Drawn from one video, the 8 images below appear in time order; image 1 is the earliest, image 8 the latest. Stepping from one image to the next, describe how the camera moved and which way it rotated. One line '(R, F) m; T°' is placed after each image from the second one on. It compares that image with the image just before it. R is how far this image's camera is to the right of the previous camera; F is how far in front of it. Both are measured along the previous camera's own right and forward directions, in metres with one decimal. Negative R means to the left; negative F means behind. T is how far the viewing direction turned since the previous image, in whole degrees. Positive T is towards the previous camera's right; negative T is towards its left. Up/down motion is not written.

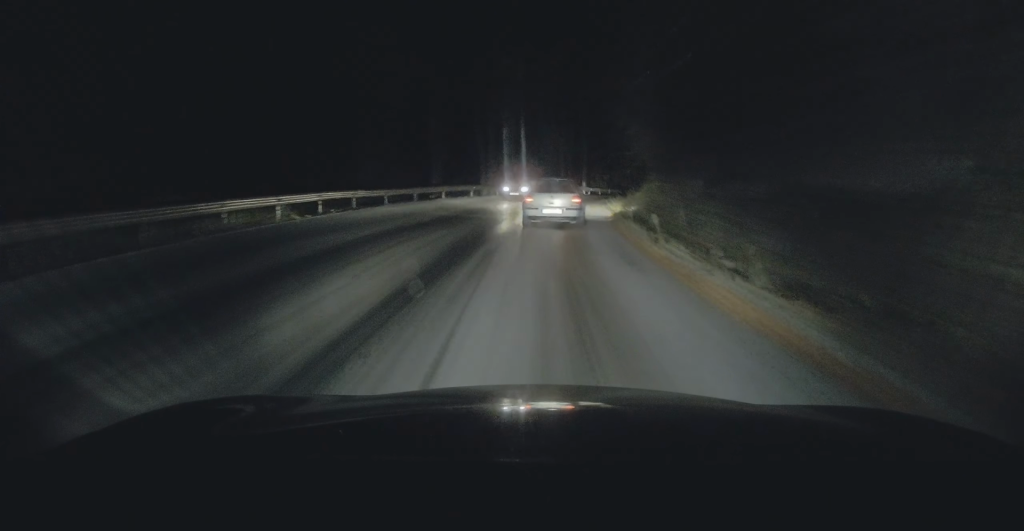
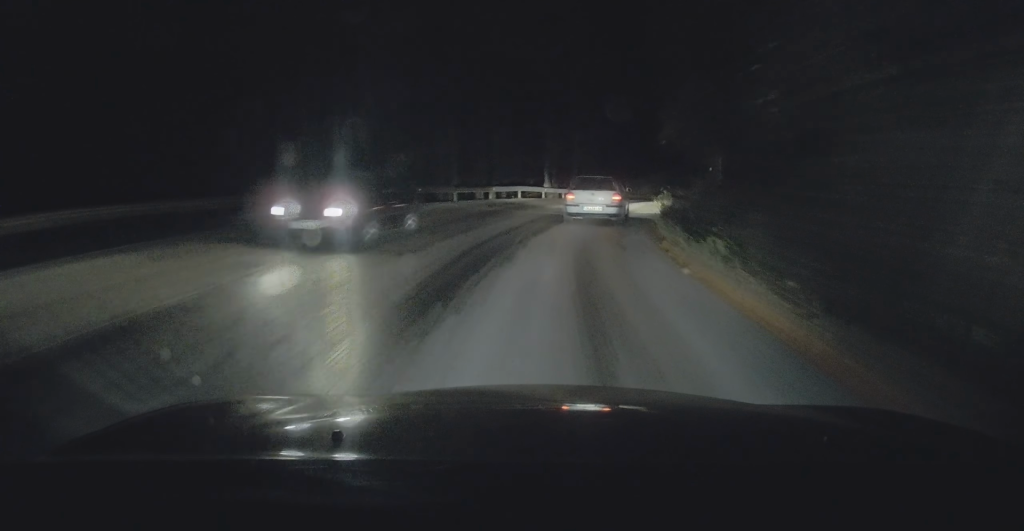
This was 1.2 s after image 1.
(+0.3, +12.5) m; +2°
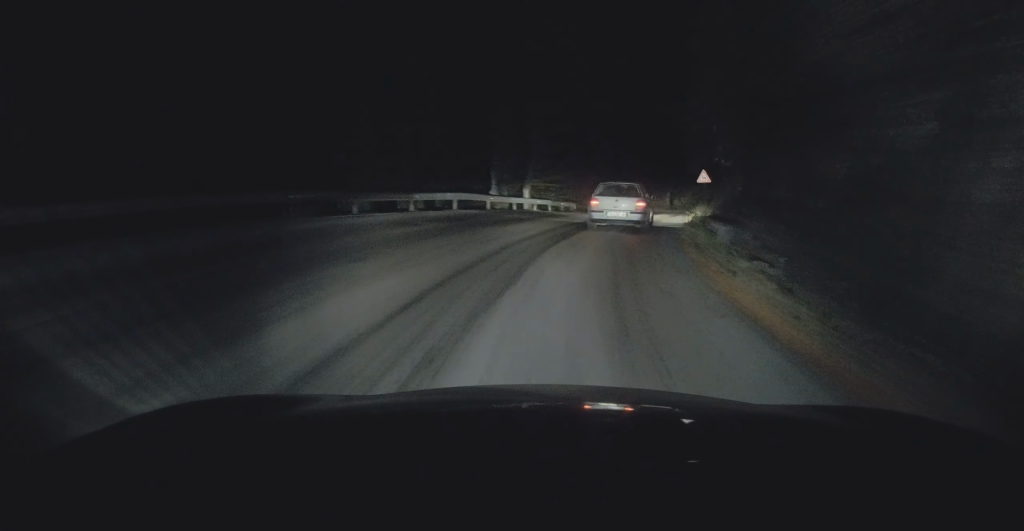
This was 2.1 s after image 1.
(0.0, +10.5) m; +2°
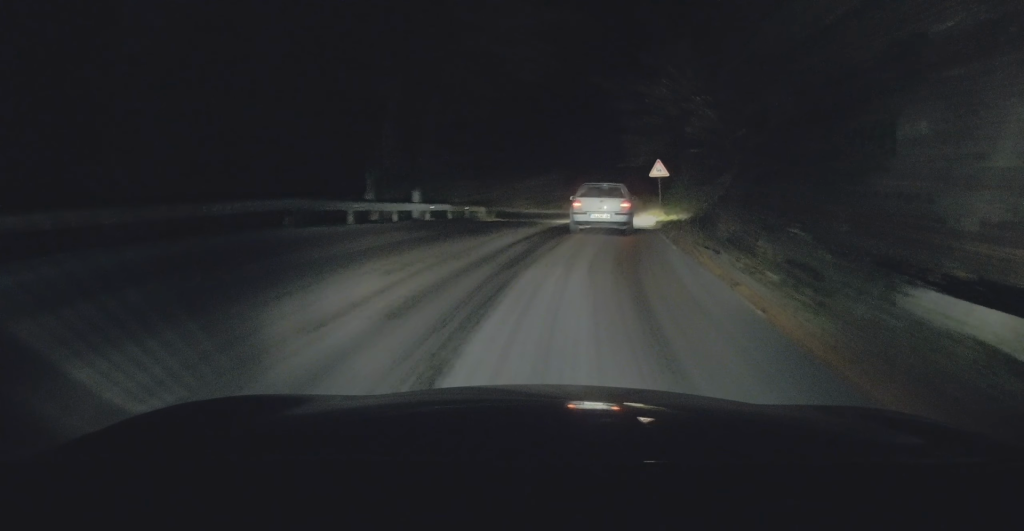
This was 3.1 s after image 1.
(+0.3, +11.6) m; +5°
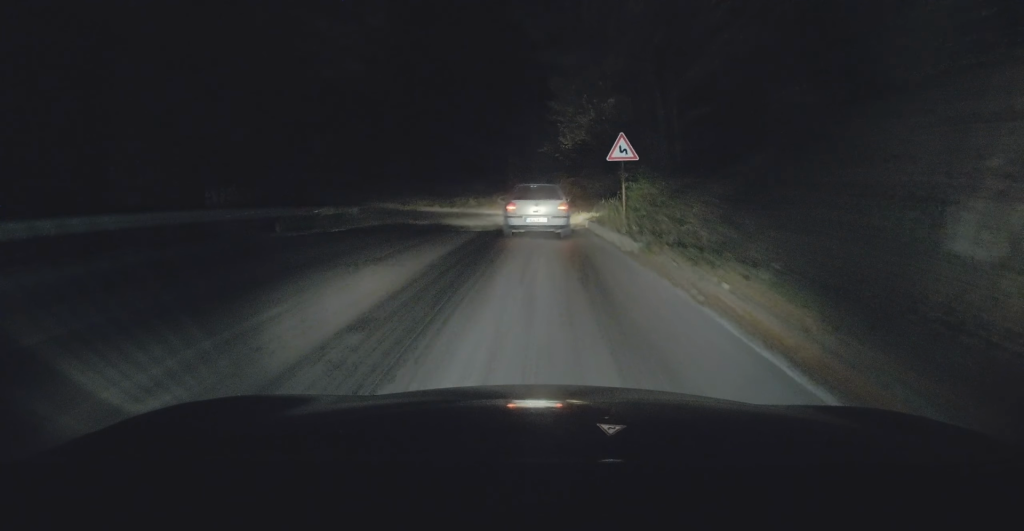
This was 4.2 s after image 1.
(+1.0, +13.7) m; +7°
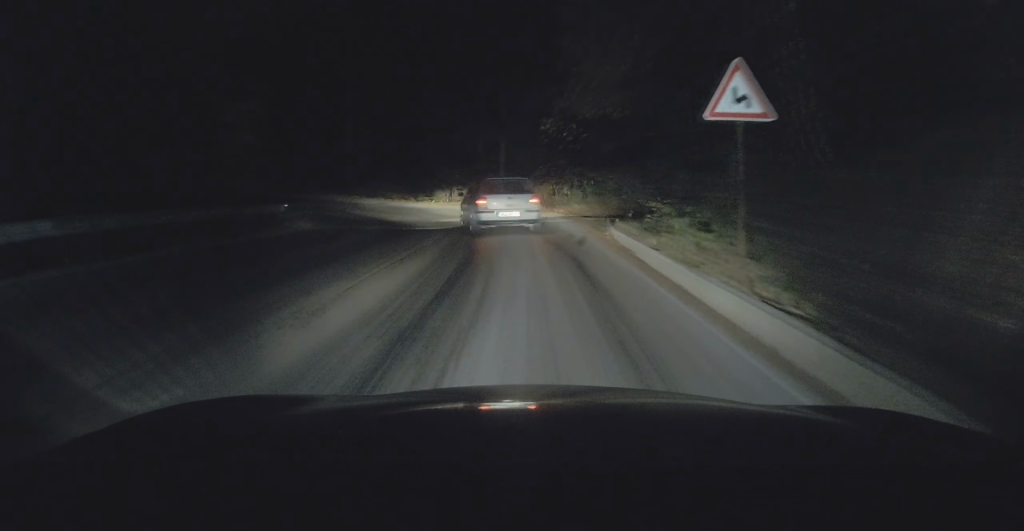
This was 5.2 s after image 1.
(+0.6, +11.5) m; +5°
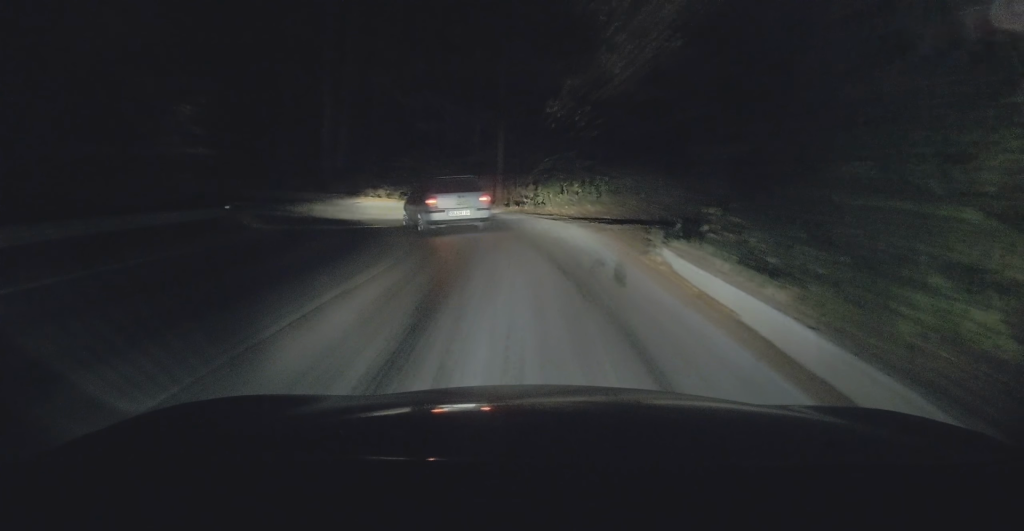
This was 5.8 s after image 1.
(+0.1, +6.0) m; +2°
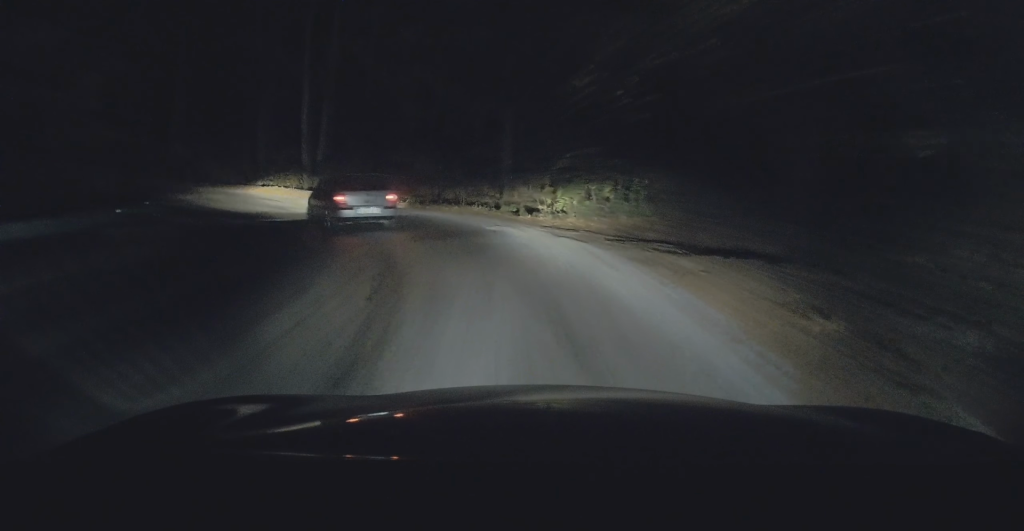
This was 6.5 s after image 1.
(+0.2, +7.1) m; 0°
